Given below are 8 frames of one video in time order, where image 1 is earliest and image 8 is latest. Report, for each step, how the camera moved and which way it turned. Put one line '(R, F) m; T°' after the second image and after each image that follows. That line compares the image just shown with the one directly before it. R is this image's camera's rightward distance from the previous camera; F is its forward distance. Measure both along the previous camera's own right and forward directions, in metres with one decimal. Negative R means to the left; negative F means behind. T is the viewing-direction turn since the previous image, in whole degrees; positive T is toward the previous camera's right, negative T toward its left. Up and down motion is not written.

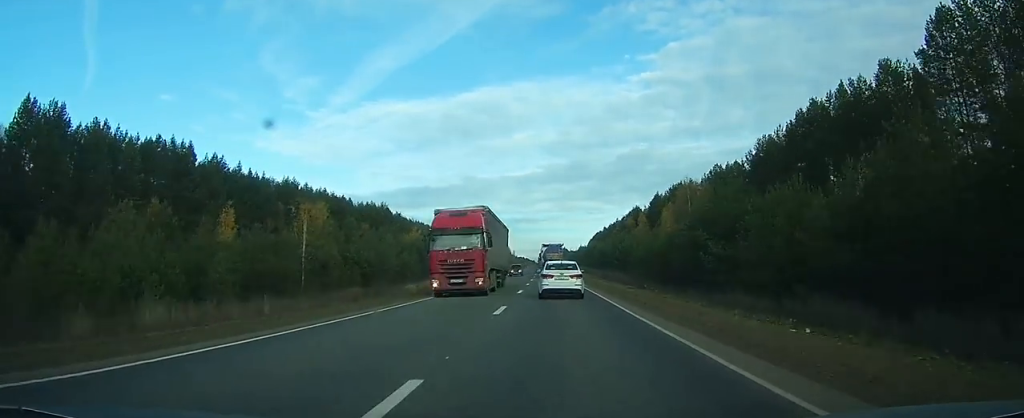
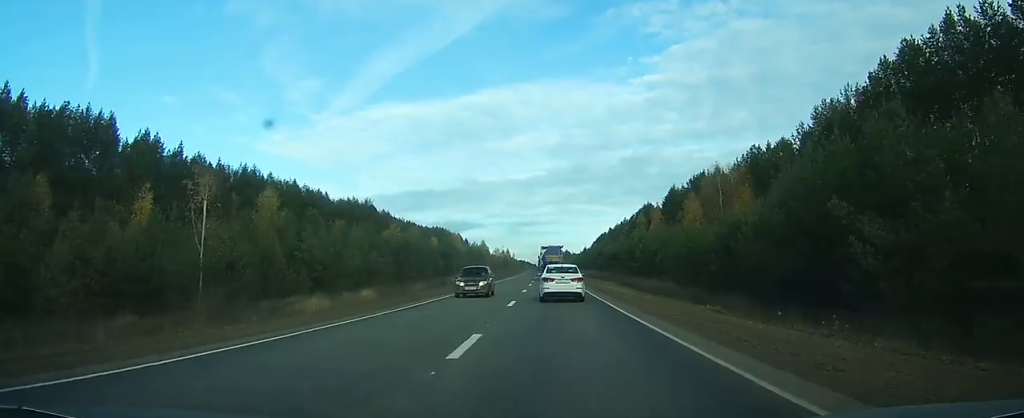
(0.0, +19.3) m; 0°
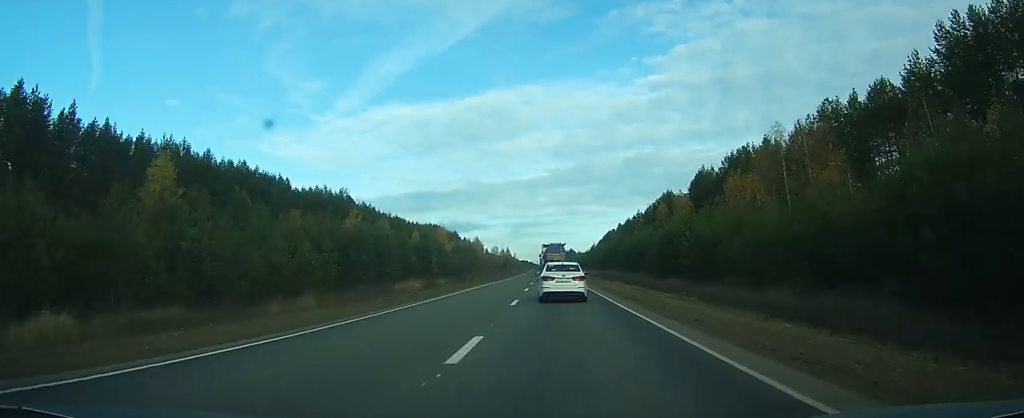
(-0.1, +24.1) m; 0°
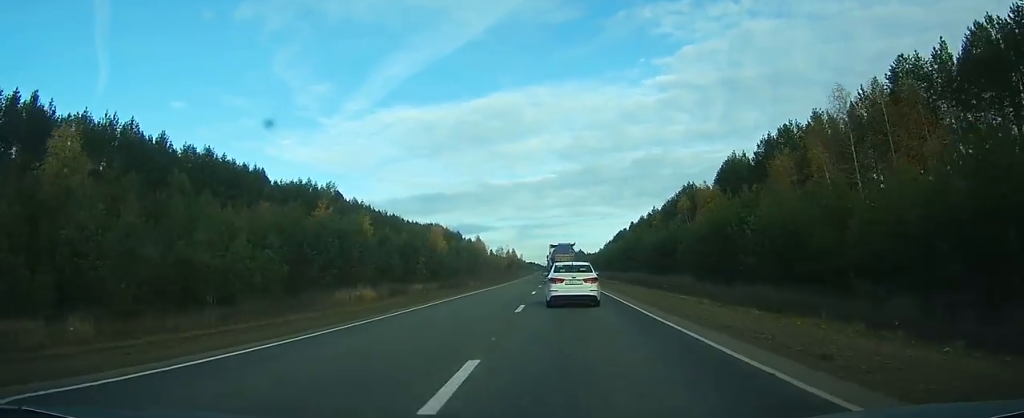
(0.0, +14.3) m; -1°
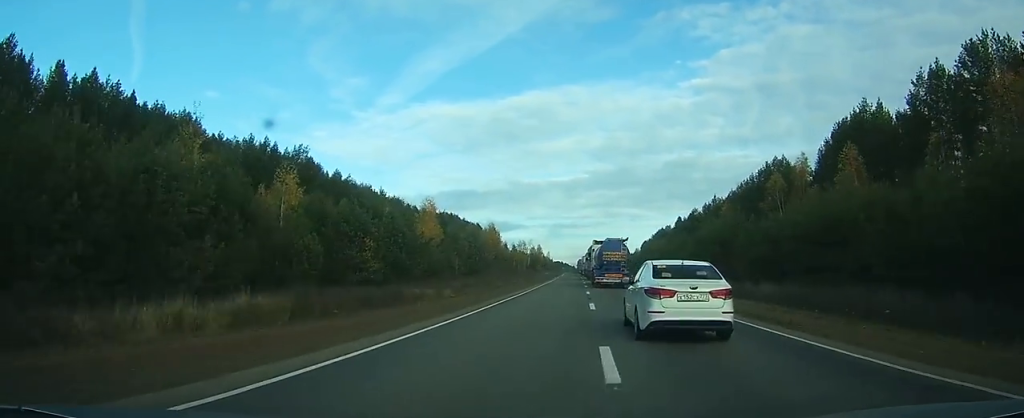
(-0.4, +33.5) m; -1°
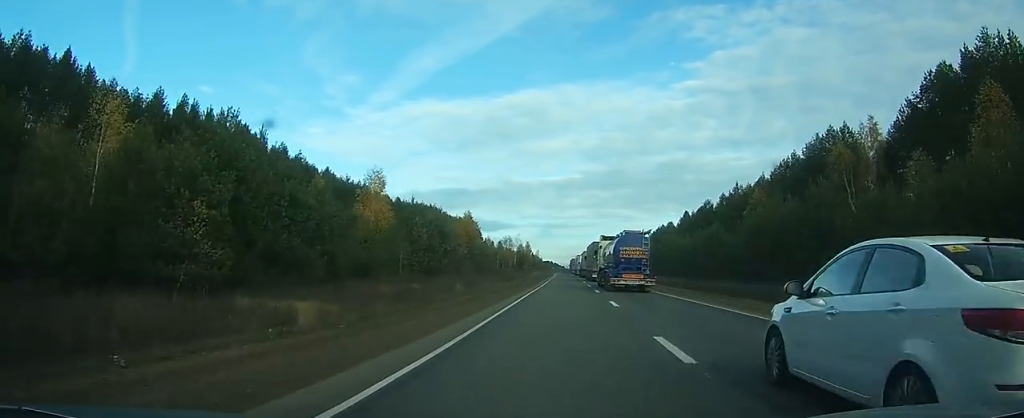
(-0.2, +21.9) m; 0°
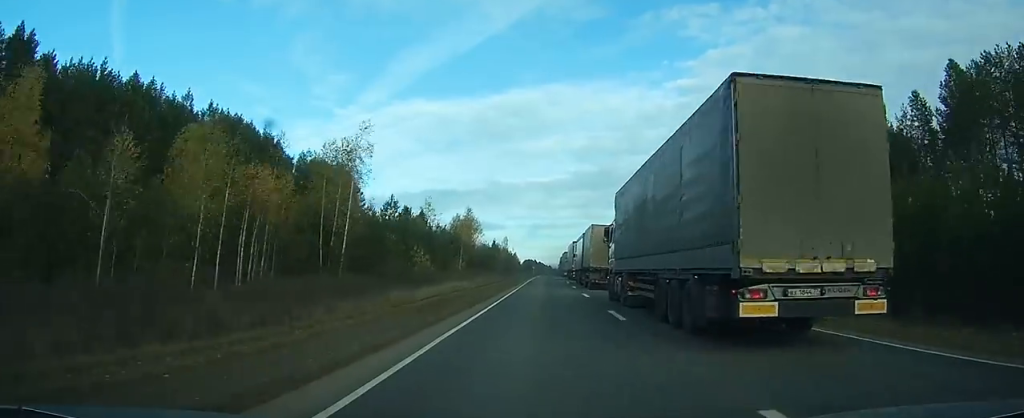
(+1.8, +123.4) m; +1°
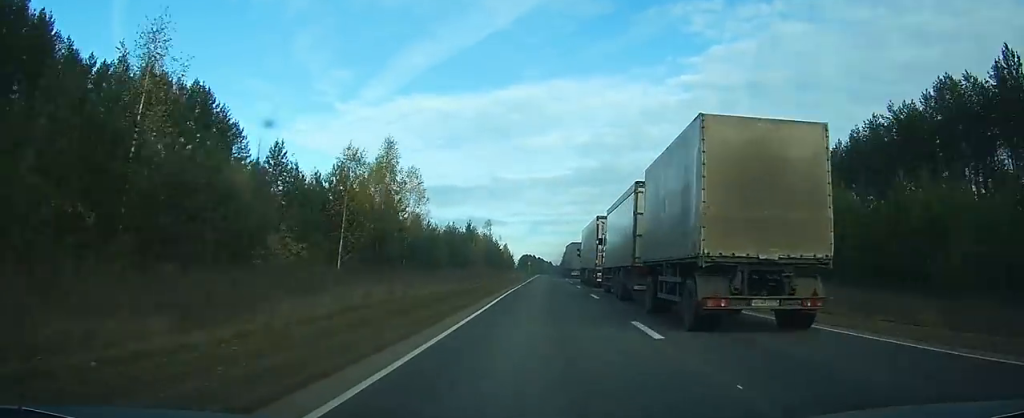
(-0.2, +52.3) m; 0°
